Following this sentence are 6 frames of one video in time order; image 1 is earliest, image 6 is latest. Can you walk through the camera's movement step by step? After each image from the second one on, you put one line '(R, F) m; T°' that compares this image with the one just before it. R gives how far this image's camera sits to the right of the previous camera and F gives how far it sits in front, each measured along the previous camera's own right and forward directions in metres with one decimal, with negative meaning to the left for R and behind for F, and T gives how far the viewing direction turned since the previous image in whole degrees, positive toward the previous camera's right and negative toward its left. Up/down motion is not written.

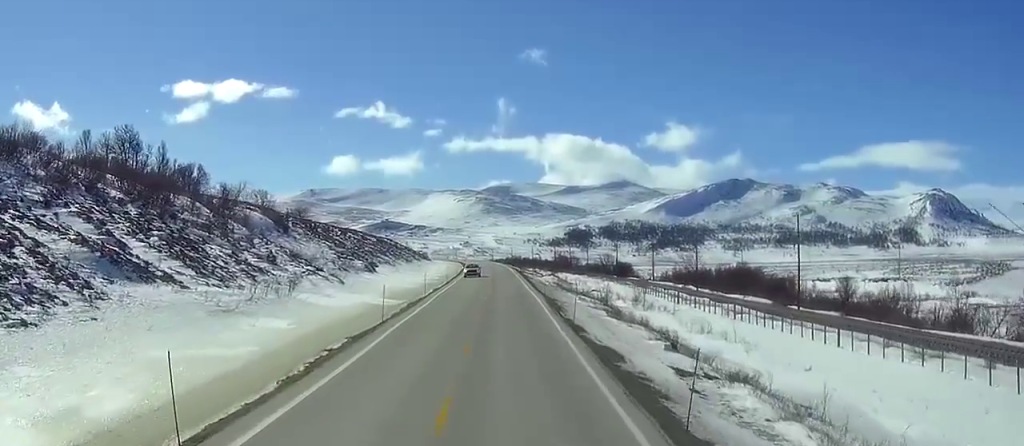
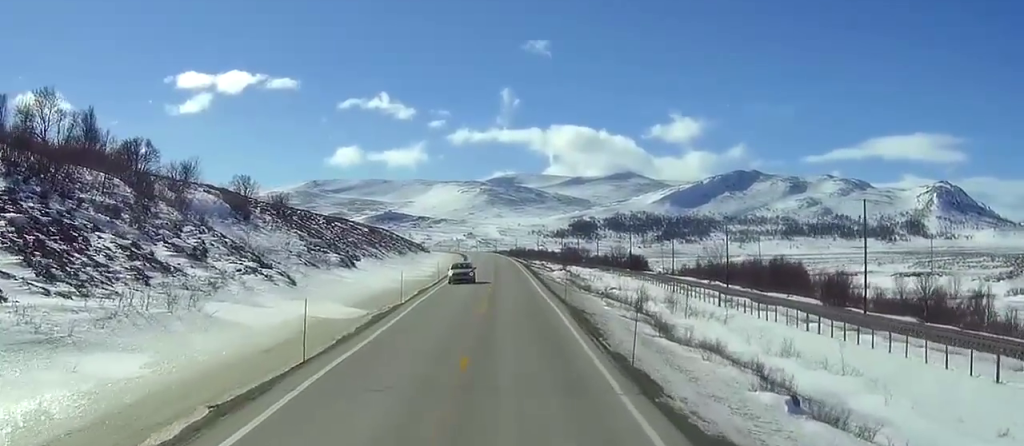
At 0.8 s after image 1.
(-0.1, +17.1) m; 0°
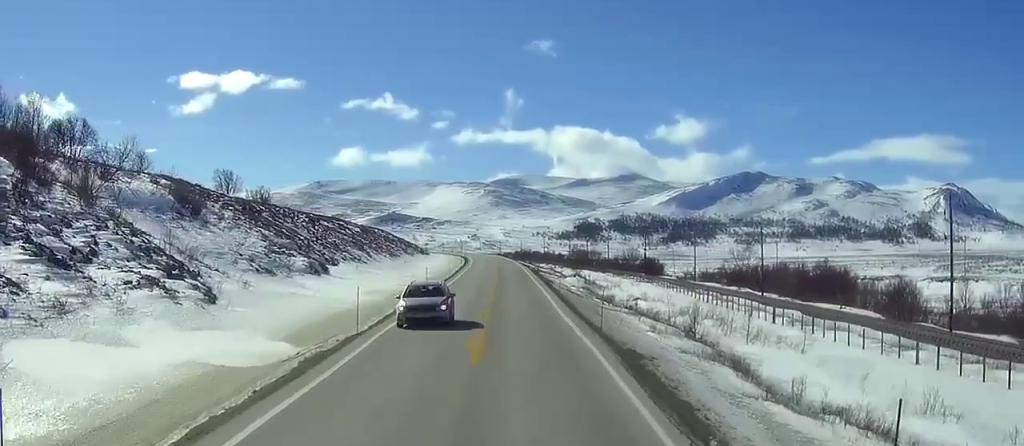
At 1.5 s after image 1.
(0.0, +15.3) m; 0°
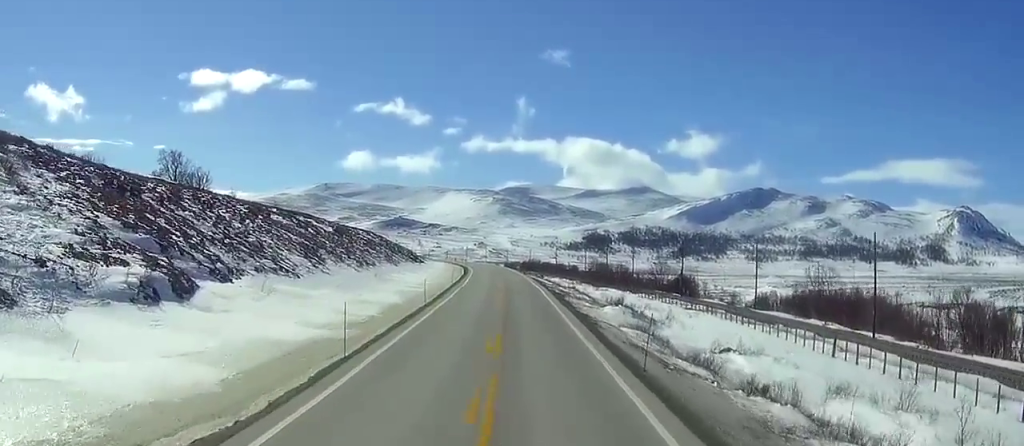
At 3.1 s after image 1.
(0.0, +33.2) m; 0°
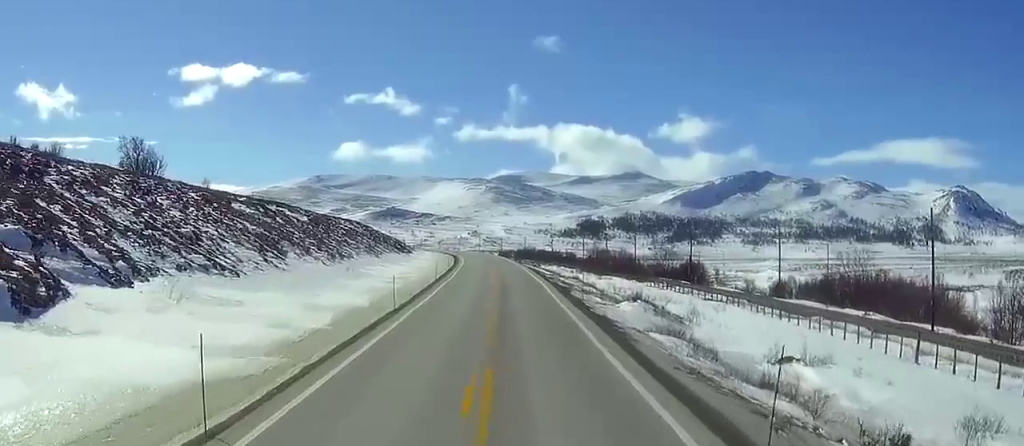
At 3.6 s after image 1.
(0.0, +12.5) m; 0°
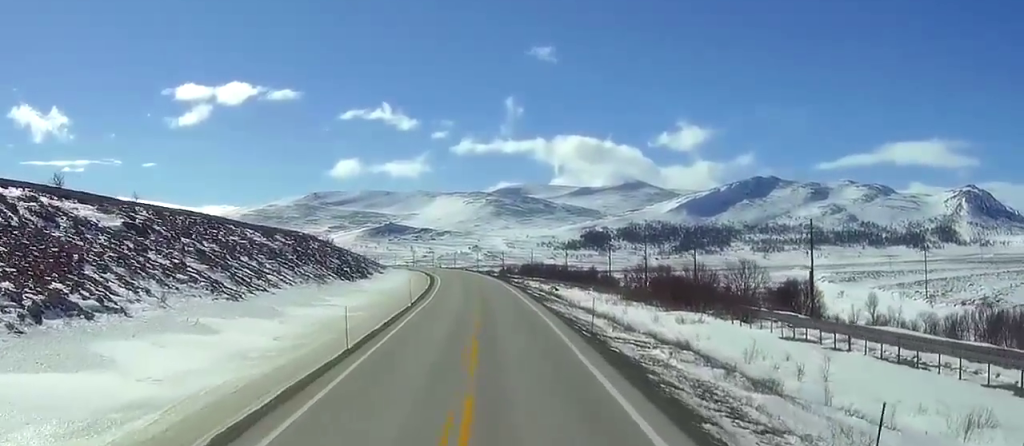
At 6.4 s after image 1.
(+0.1, +58.6) m; 0°
